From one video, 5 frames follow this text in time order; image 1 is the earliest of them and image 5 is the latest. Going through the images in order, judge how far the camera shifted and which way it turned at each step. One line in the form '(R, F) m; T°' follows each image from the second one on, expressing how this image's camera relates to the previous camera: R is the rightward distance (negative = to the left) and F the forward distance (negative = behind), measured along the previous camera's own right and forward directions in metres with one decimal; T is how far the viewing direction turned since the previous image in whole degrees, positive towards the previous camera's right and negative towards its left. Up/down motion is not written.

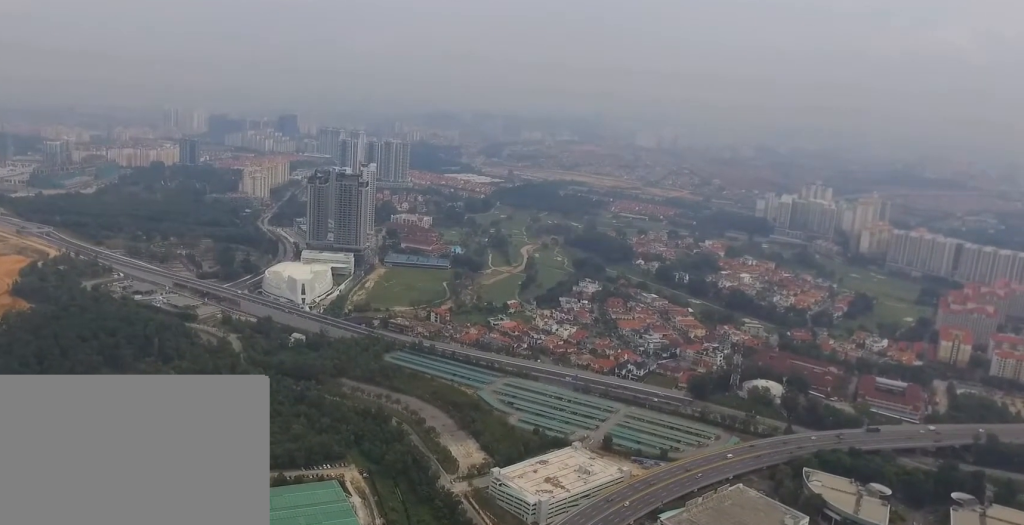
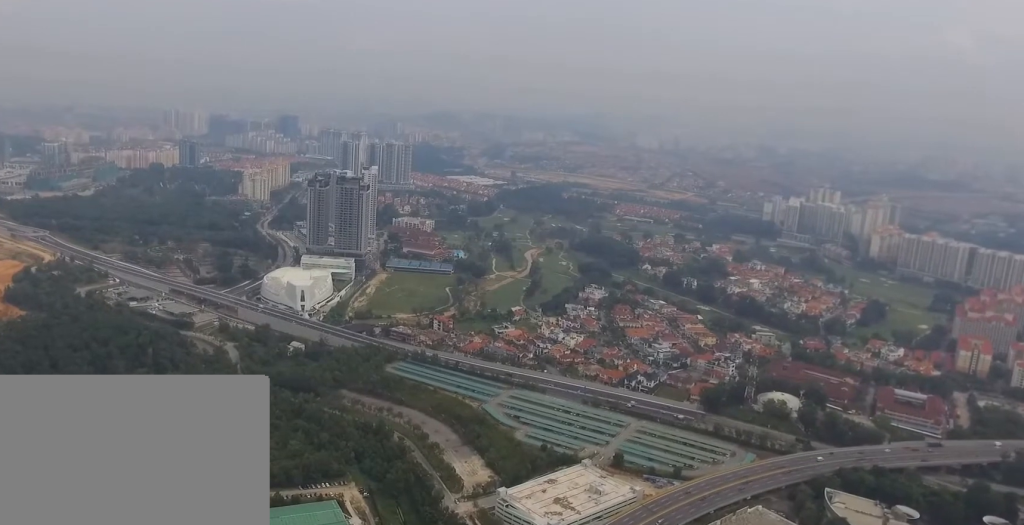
(+0.3, +23.2) m; +1°
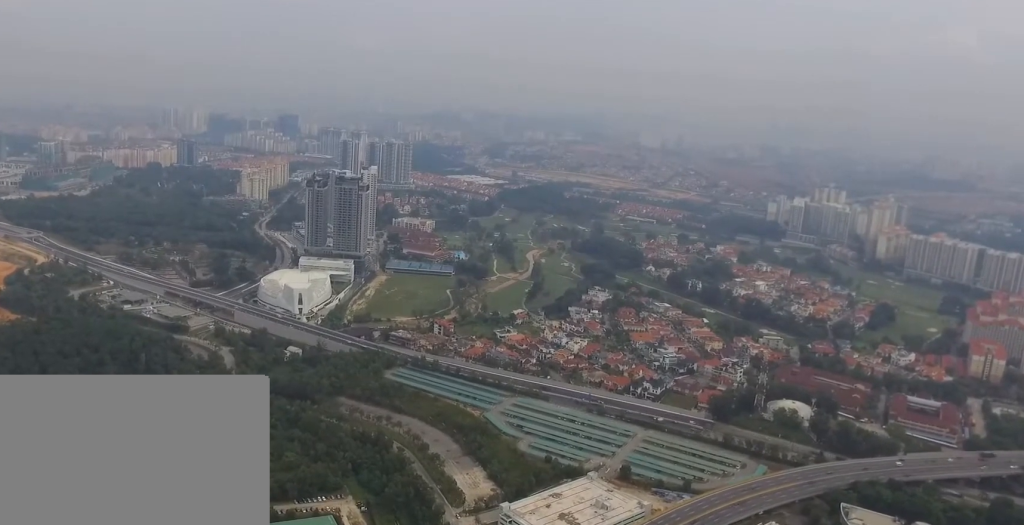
(-0.1, +18.2) m; 0°
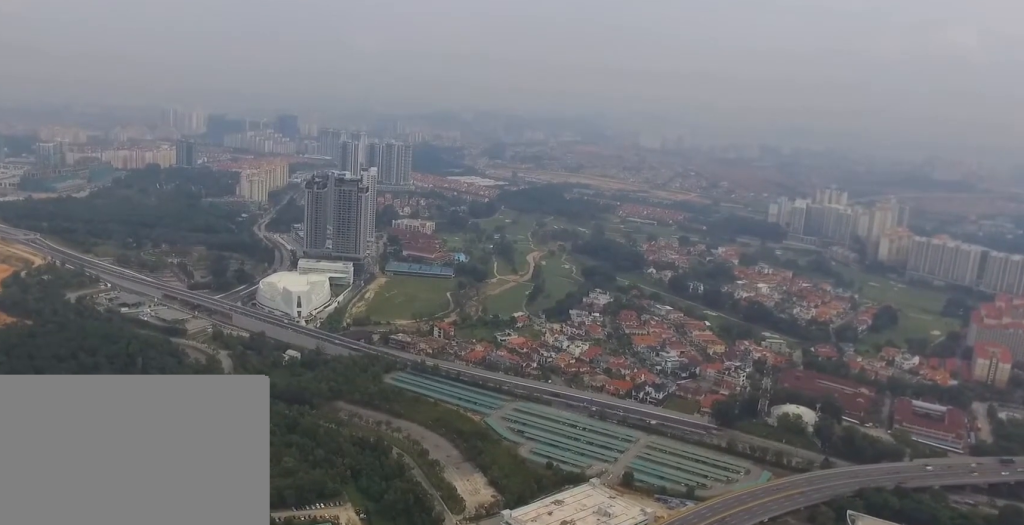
(0.0, +6.9) m; 0°
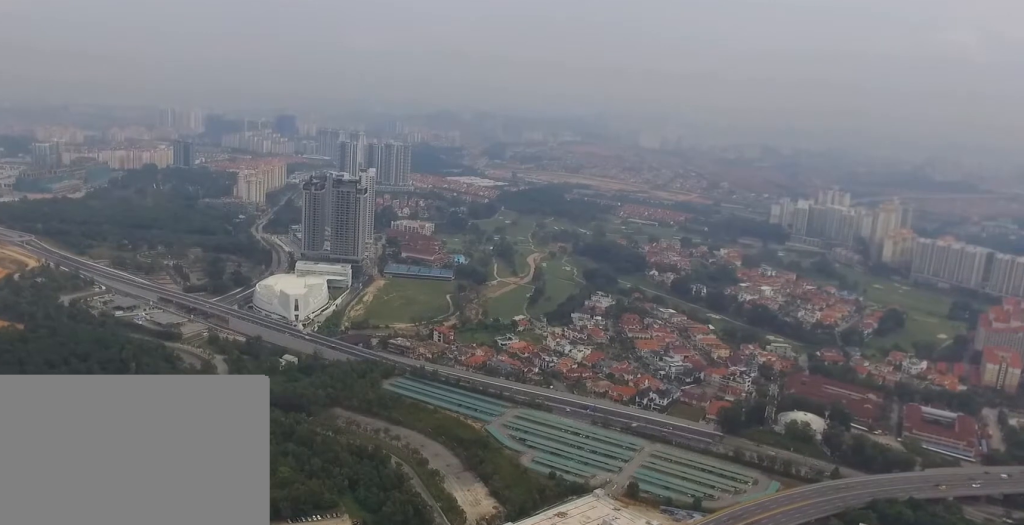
(-0.1, +16.8) m; 0°
